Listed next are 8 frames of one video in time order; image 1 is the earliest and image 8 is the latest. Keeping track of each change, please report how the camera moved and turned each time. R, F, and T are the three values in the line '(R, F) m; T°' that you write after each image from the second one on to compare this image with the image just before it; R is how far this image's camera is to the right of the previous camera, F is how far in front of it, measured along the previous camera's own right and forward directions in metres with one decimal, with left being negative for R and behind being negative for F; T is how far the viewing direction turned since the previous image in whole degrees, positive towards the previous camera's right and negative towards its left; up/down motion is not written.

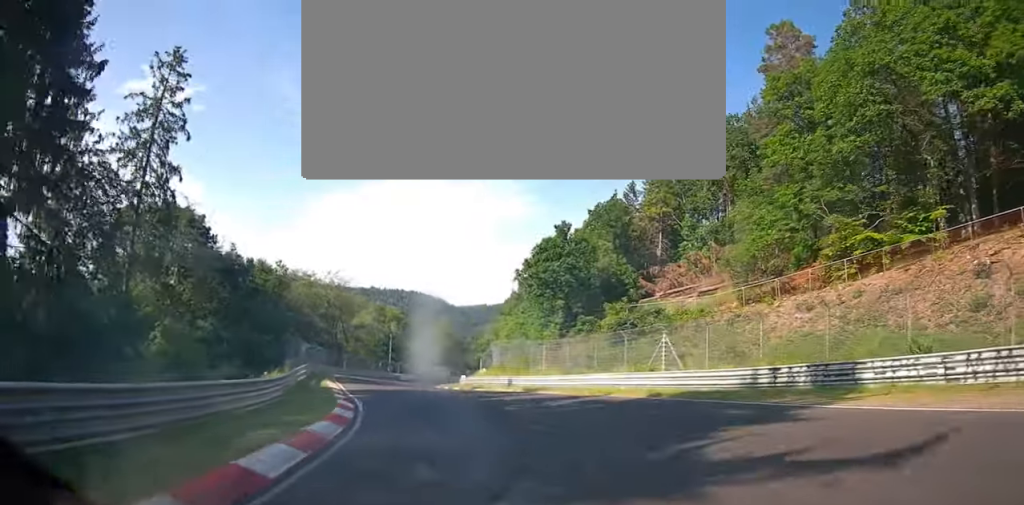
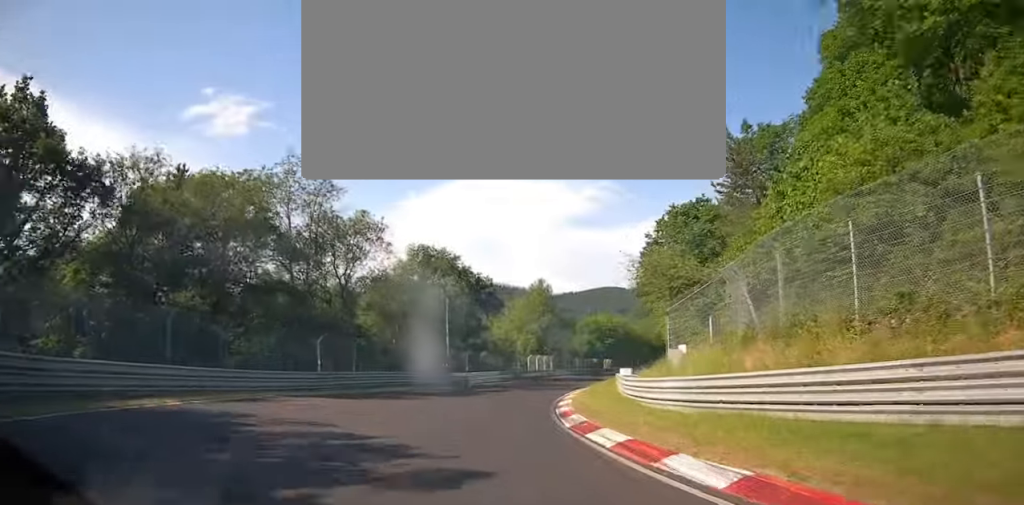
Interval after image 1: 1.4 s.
(-2.8, +45.5) m; -3°
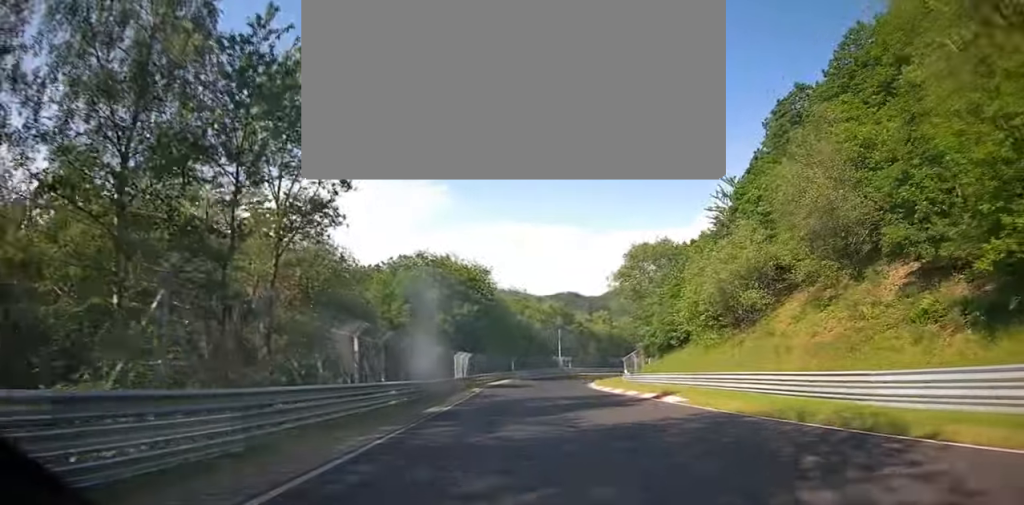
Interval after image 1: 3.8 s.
(+8.5, +78.8) m; +14°
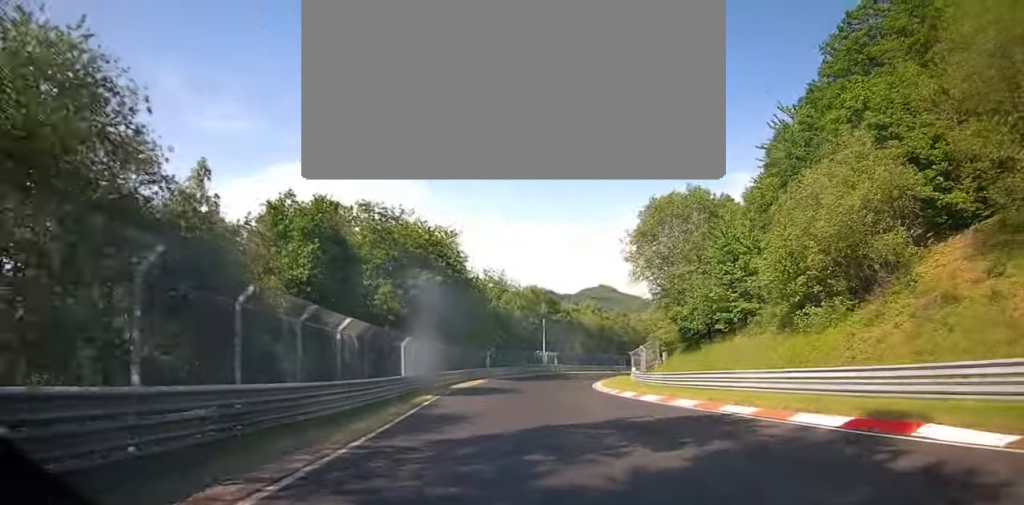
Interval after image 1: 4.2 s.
(+0.3, +16.0) m; +3°
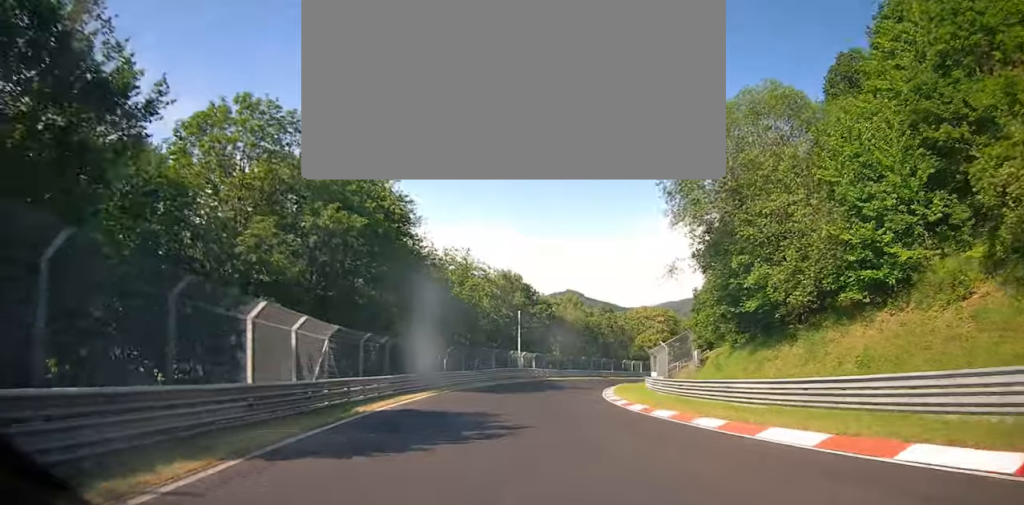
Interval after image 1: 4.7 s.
(+0.5, +17.5) m; +4°
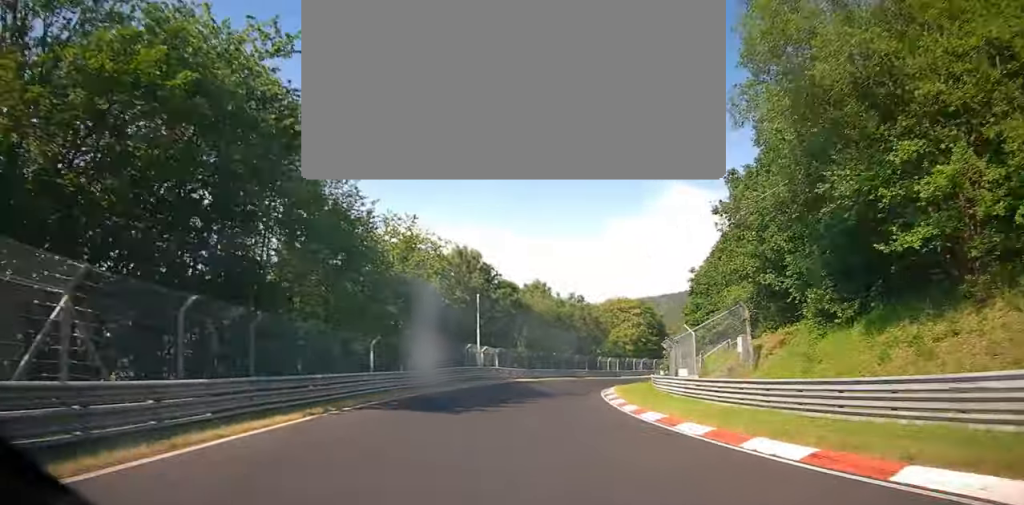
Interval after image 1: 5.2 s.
(-0.1, +13.9) m; +4°
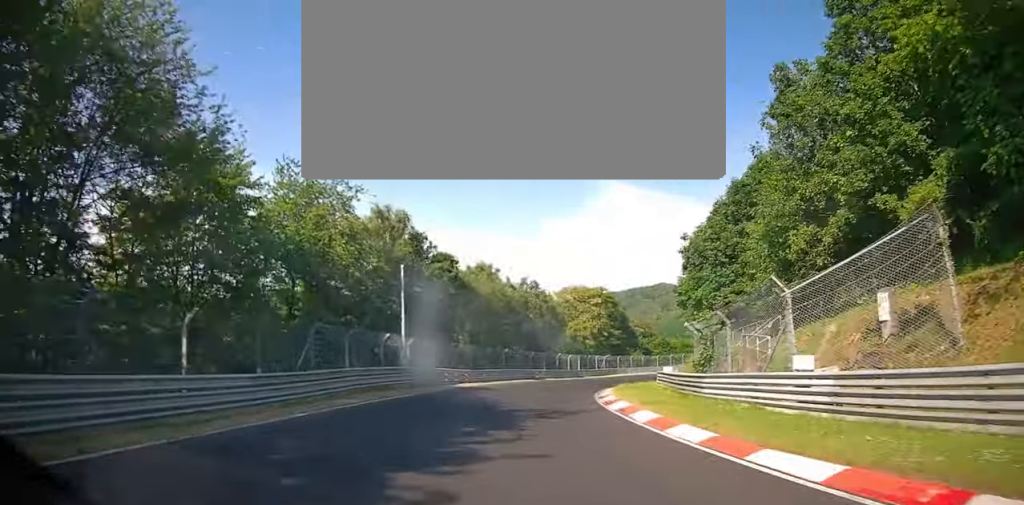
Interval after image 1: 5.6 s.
(+1.2, +14.5) m; +7°
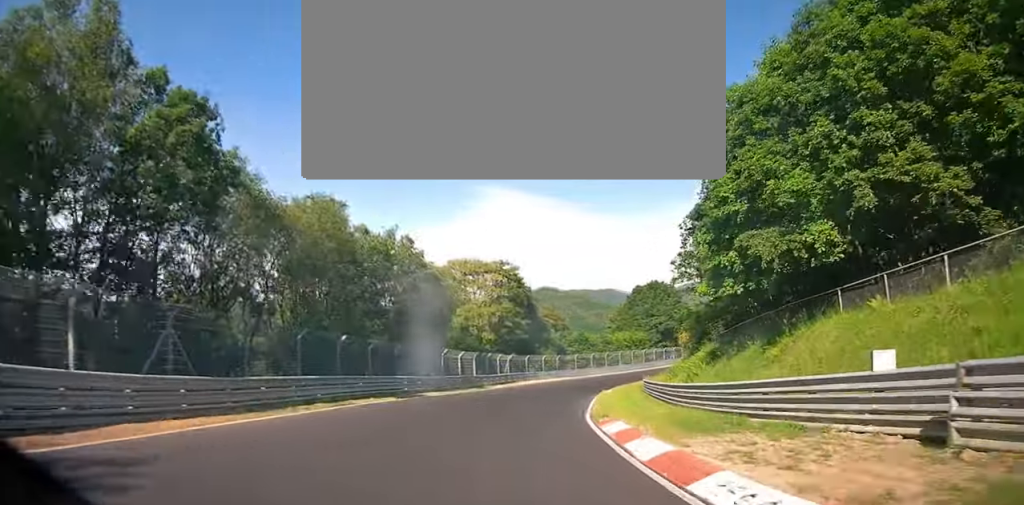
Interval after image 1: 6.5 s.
(+3.1, +26.1) m; +13°
